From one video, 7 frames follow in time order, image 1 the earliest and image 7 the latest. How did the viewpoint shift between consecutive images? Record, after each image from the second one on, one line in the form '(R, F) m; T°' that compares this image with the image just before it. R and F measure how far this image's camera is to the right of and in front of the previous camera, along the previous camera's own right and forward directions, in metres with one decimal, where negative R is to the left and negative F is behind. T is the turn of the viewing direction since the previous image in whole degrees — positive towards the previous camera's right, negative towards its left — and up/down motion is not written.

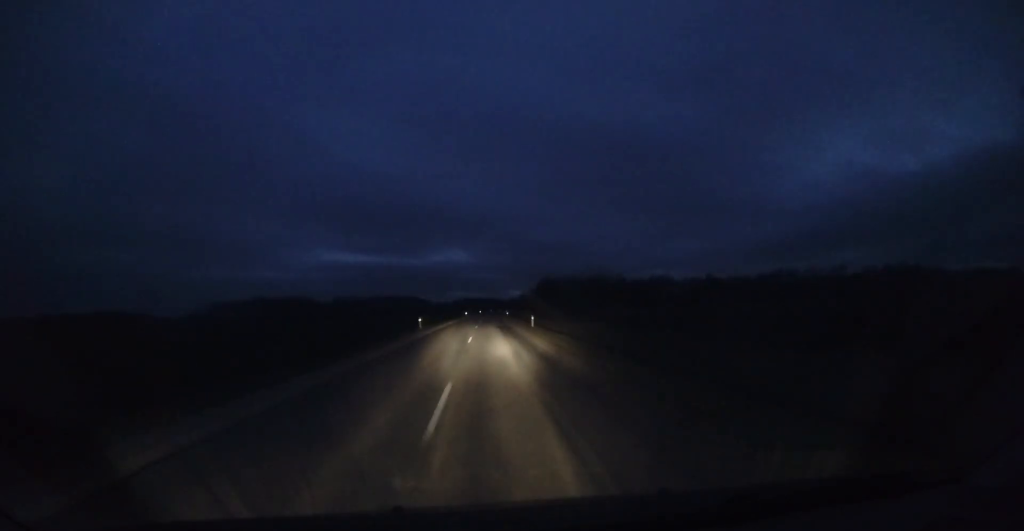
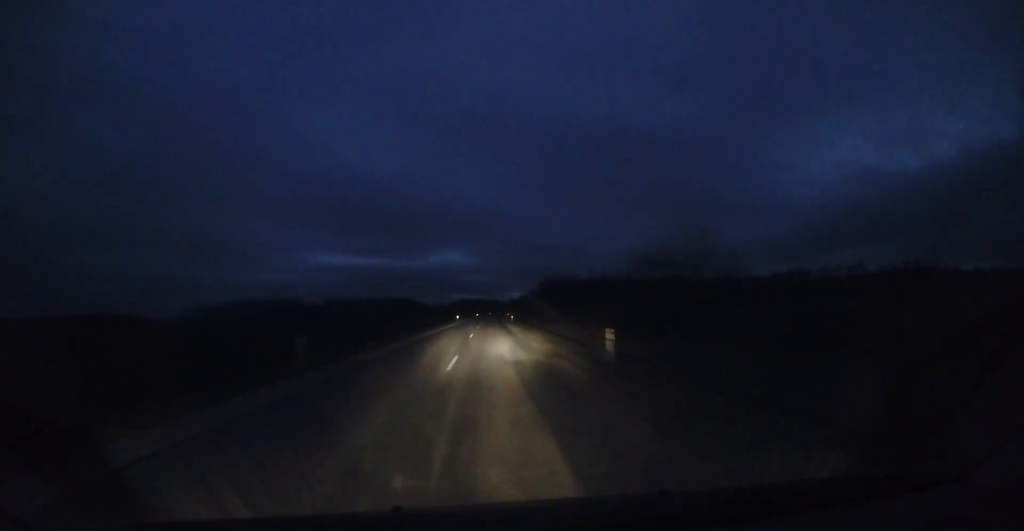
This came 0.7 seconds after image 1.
(+0.2, +19.8) m; 0°
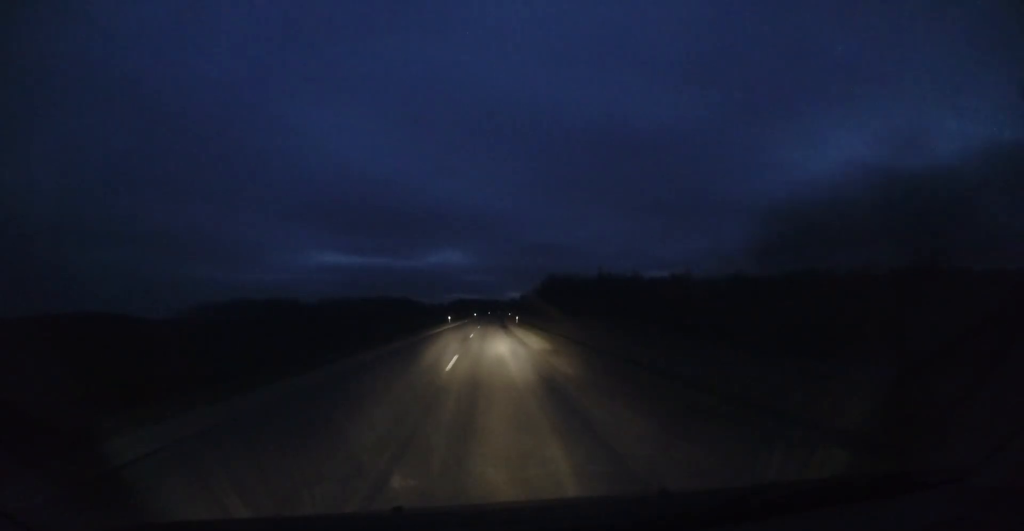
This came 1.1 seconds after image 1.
(-0.1, +11.5) m; -1°
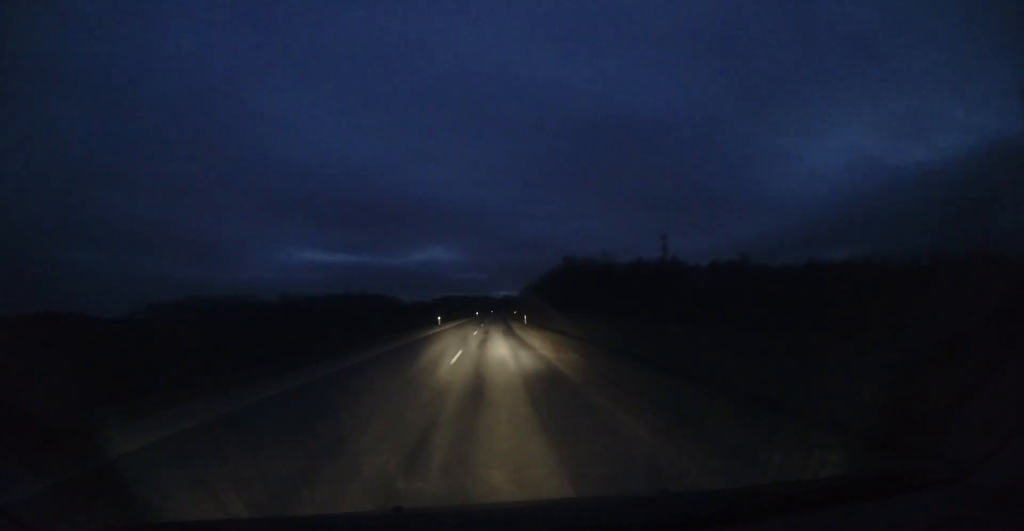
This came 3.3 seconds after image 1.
(+0.7, +59.8) m; +2°
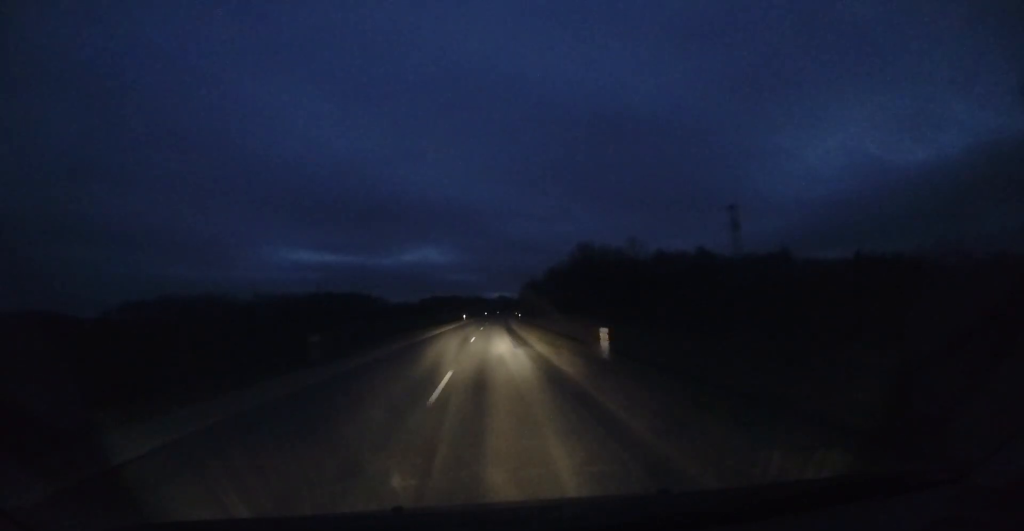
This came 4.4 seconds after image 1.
(0.0, +28.8) m; +1°
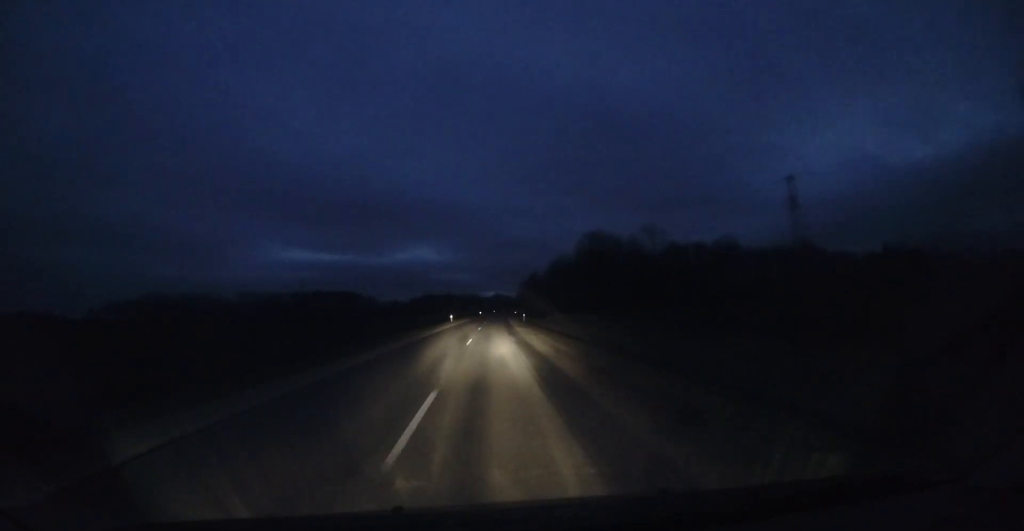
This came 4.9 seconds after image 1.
(+0.3, +14.6) m; +1°
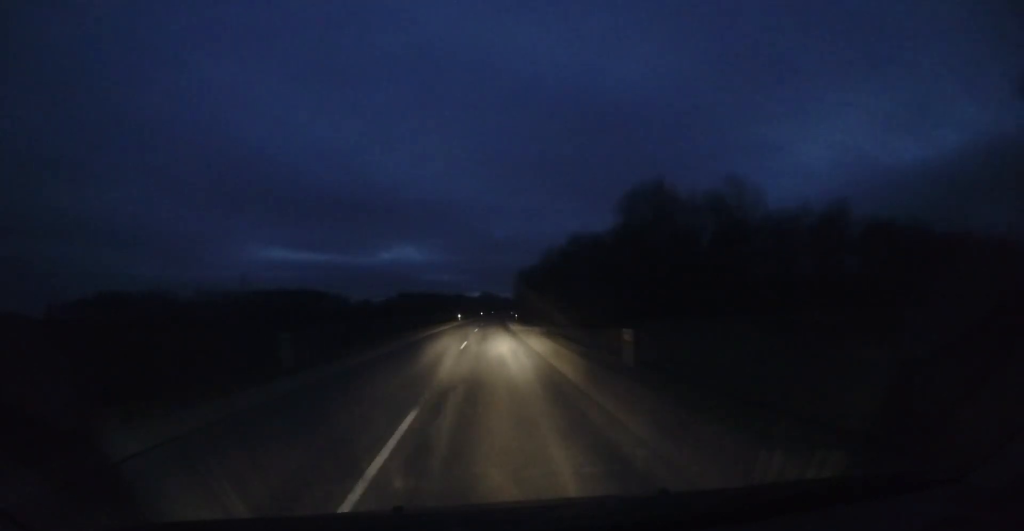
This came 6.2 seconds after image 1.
(+0.9, +36.6) m; +3°
